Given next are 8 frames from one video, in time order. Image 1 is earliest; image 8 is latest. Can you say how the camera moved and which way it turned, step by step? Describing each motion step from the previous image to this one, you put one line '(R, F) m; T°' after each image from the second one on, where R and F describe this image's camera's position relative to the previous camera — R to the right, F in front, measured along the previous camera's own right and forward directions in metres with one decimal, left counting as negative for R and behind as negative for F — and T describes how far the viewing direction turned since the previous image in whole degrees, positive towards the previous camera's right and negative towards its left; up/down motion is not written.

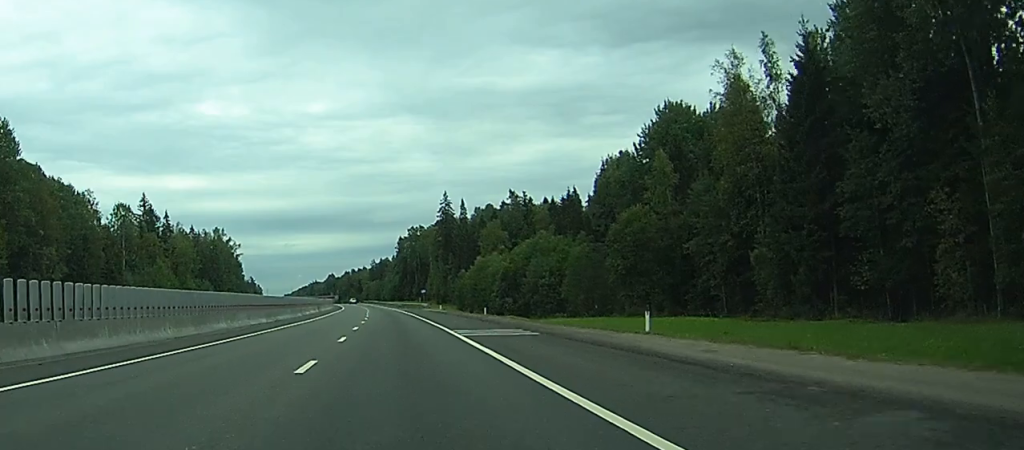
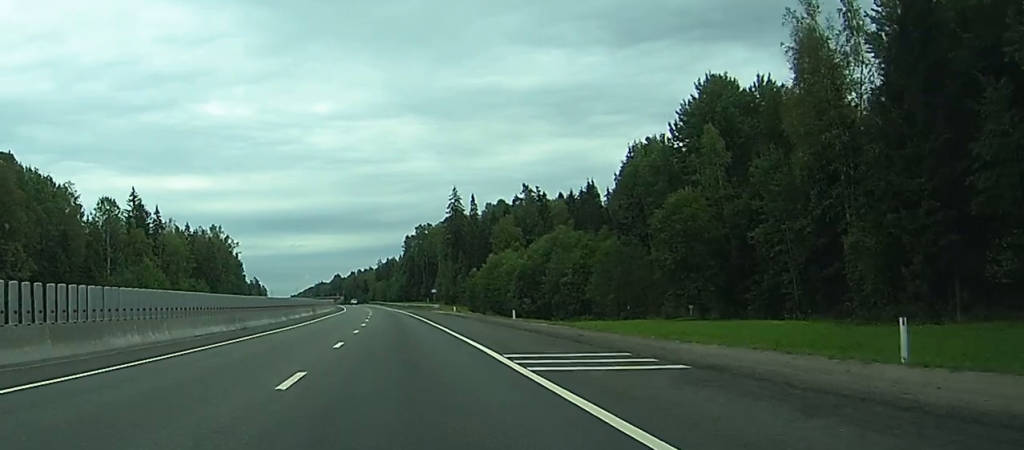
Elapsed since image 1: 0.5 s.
(0.0, +14.7) m; 0°
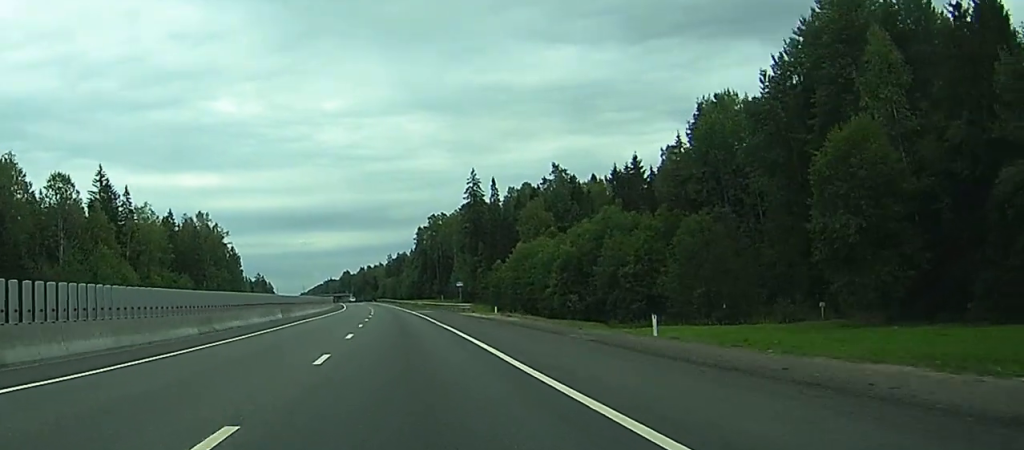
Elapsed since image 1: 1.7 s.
(-0.1, +31.1) m; -1°
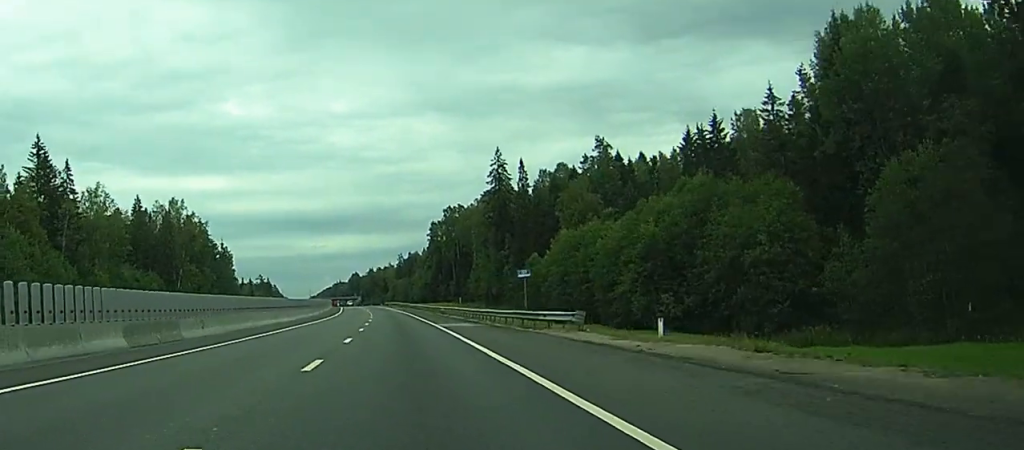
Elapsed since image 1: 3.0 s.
(-0.3, +37.3) m; -1°
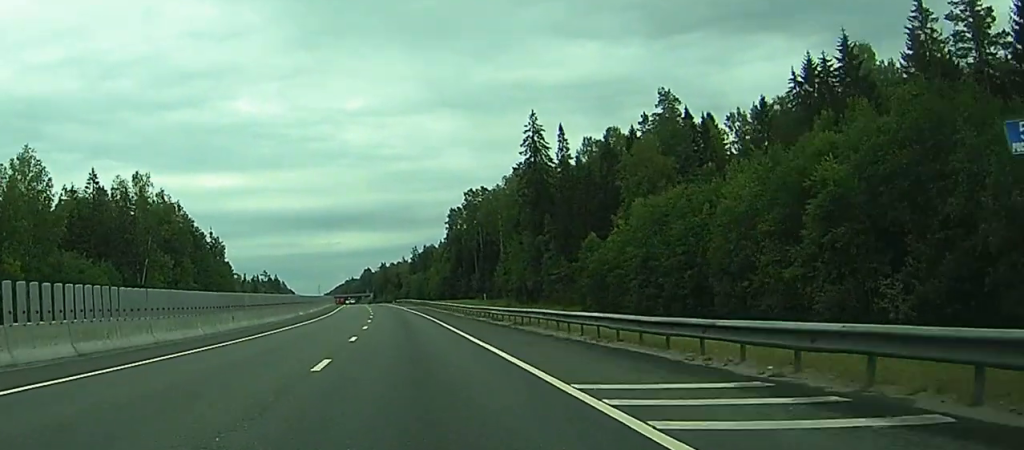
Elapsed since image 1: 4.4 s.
(-0.3, +36.3) m; -1°
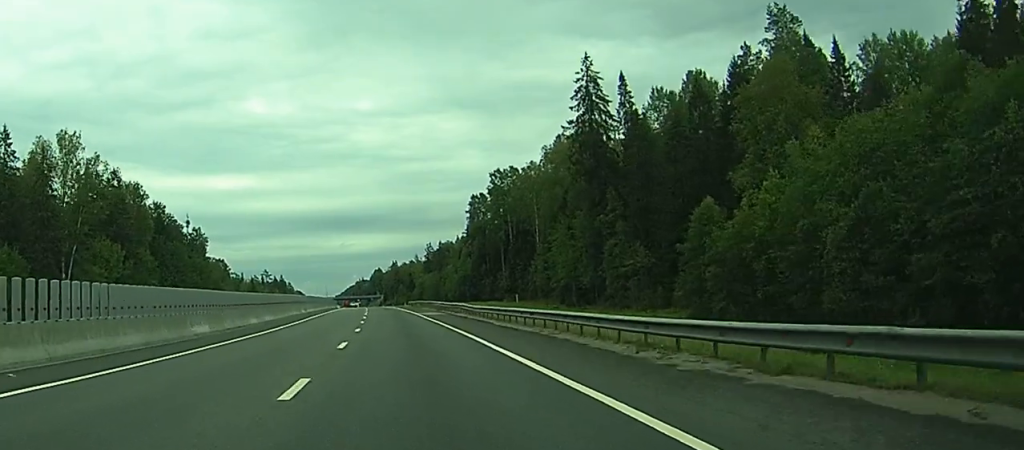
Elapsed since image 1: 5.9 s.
(-0.7, +40.7) m; -1°
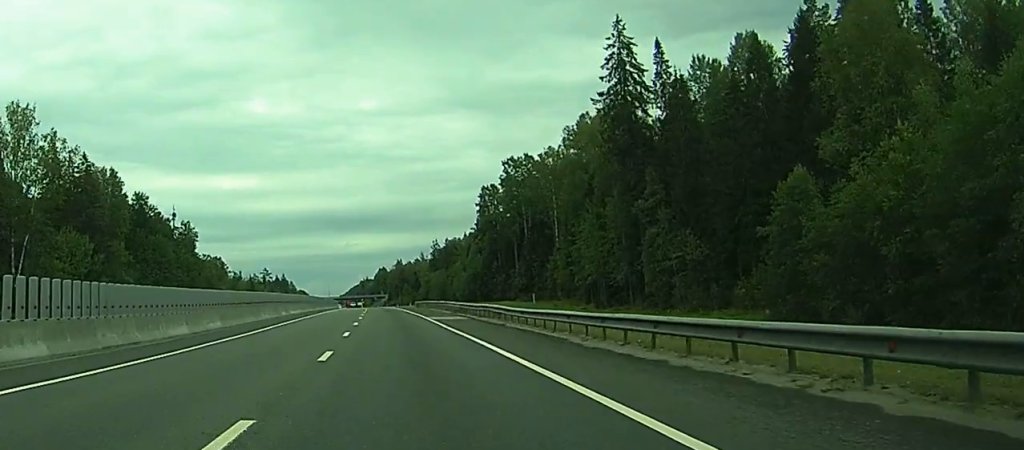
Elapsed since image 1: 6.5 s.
(0.0, +17.2) m; 0°
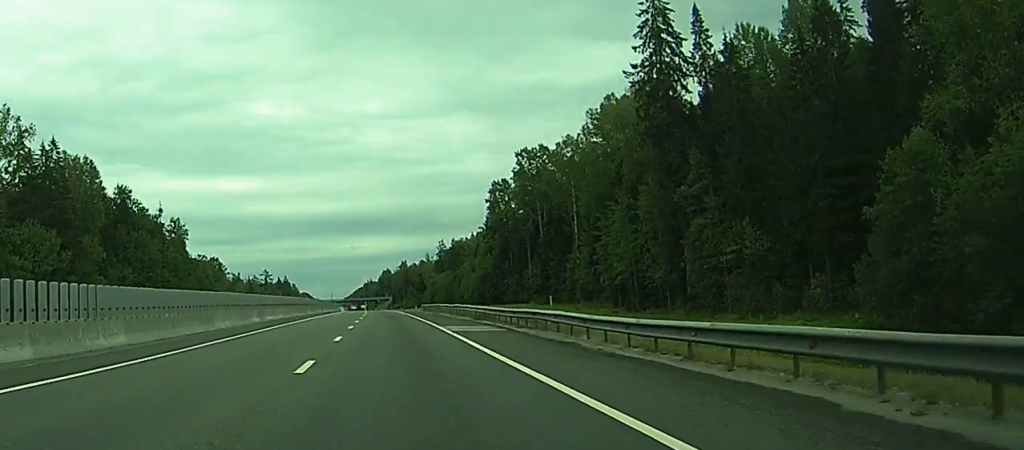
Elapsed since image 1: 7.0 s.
(0.0, +14.5) m; 0°
